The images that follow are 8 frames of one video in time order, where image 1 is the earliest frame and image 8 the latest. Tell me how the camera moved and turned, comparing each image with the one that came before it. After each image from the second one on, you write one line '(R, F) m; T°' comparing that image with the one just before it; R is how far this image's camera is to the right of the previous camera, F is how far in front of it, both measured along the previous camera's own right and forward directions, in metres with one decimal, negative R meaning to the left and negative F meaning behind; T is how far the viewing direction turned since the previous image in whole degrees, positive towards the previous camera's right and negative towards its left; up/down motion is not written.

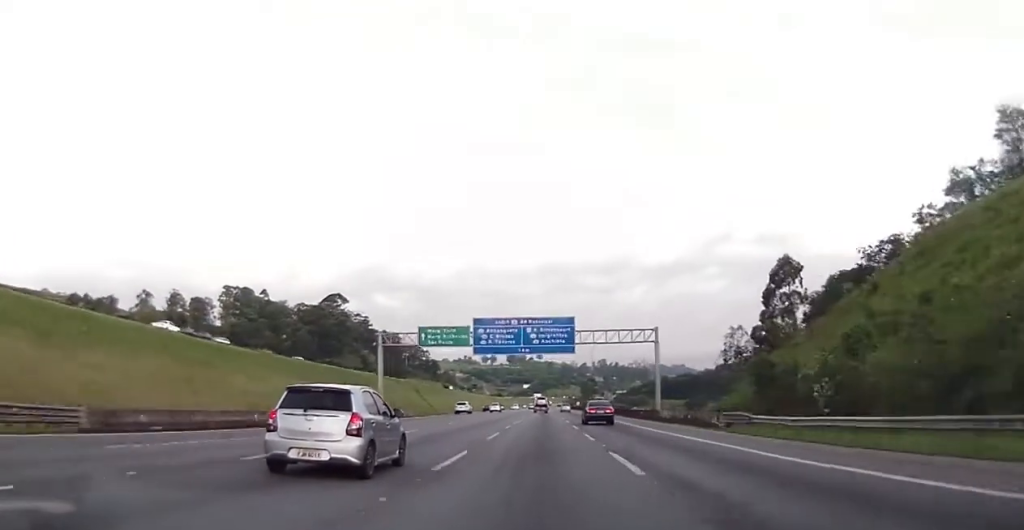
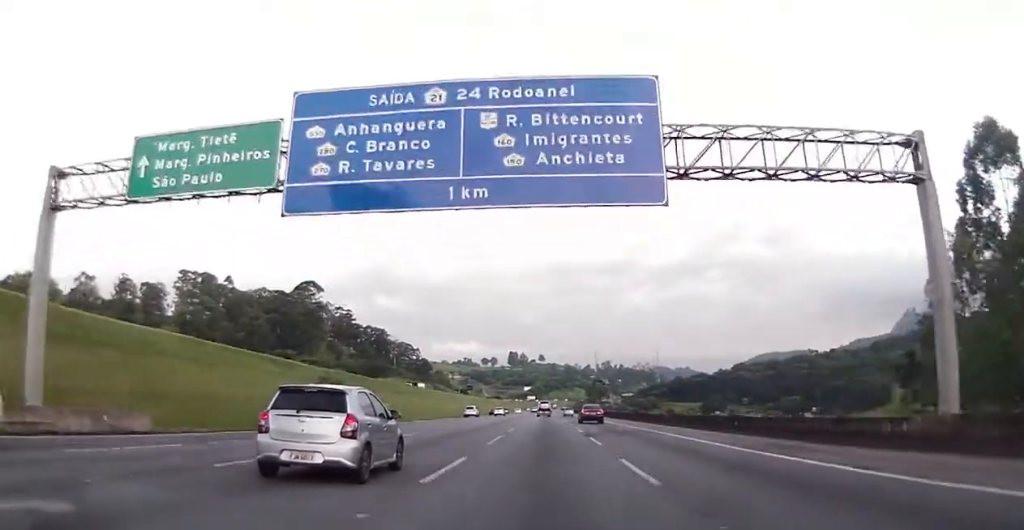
(0.0, +49.0) m; 0°
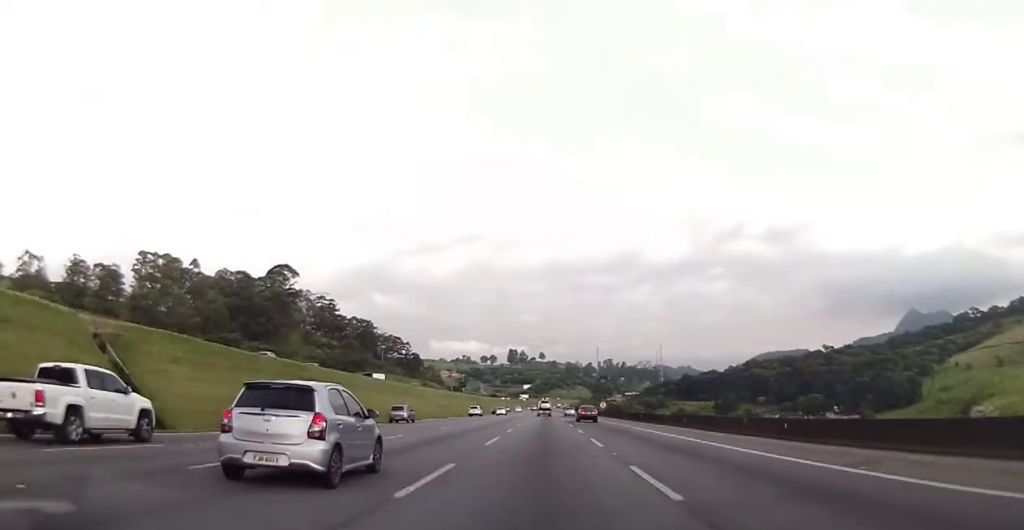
(0.0, +36.1) m; 0°
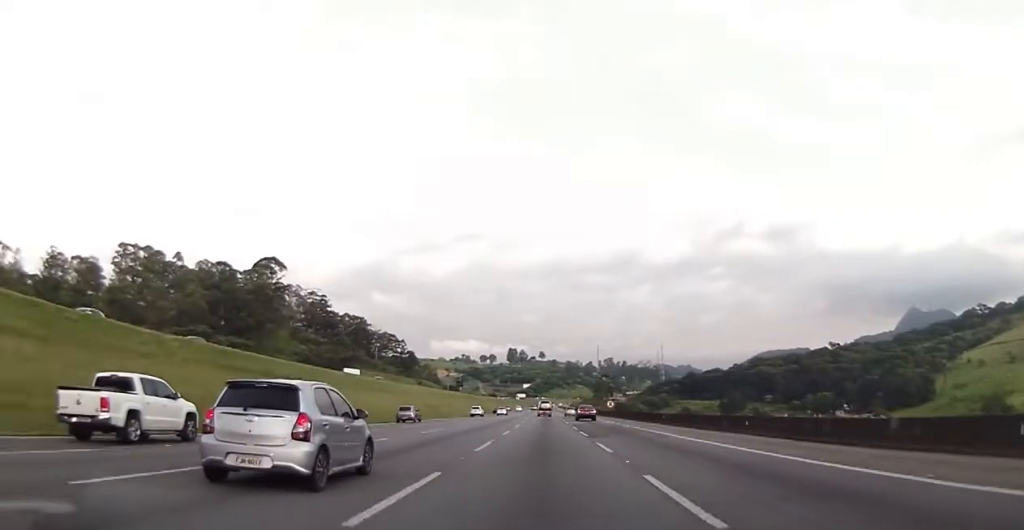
(0.0, +14.9) m; 0°
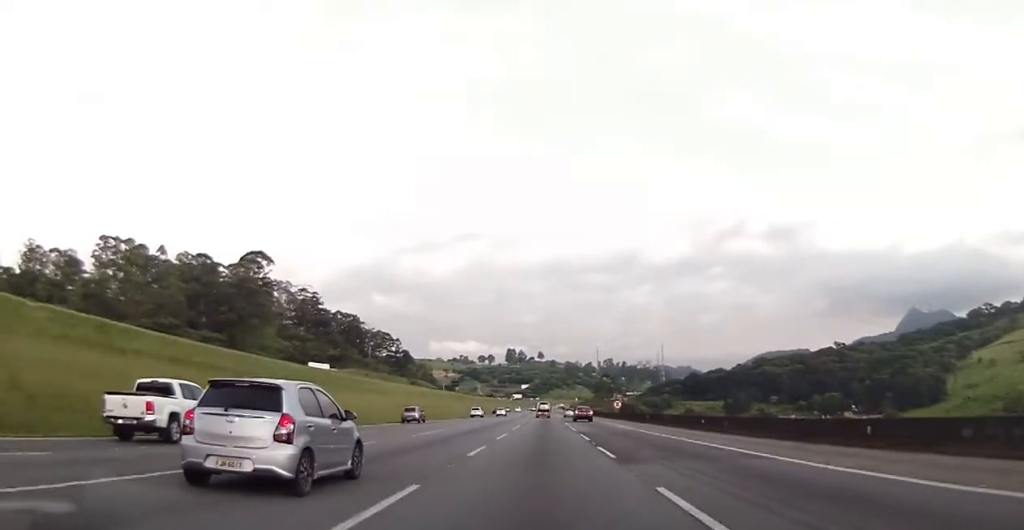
(0.0, +13.1) m; 0°
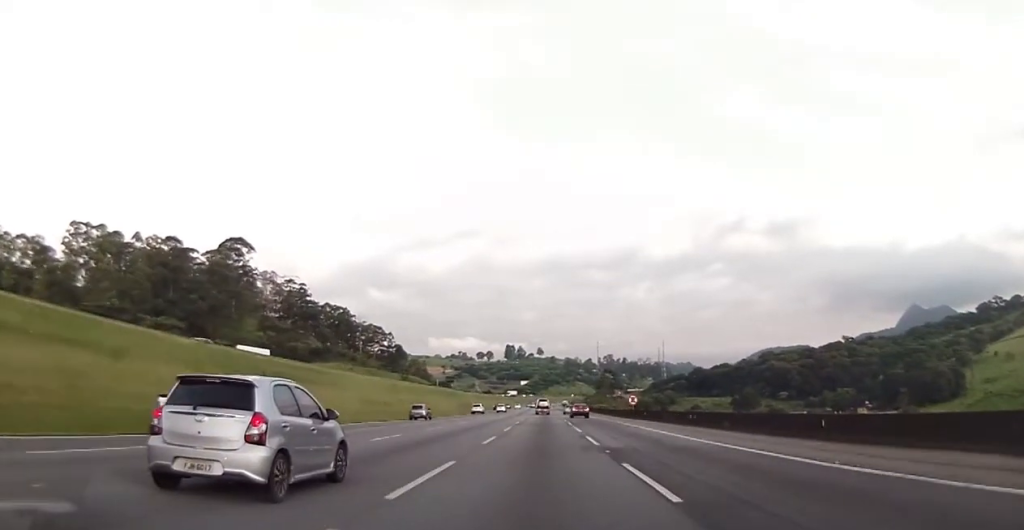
(0.0, +18.8) m; 0°
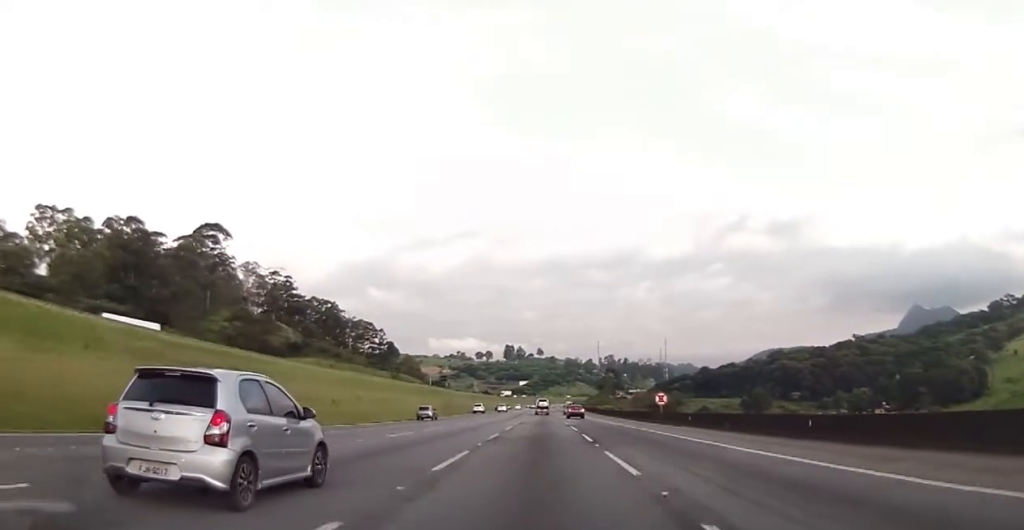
(-0.1, +20.9) m; 0°
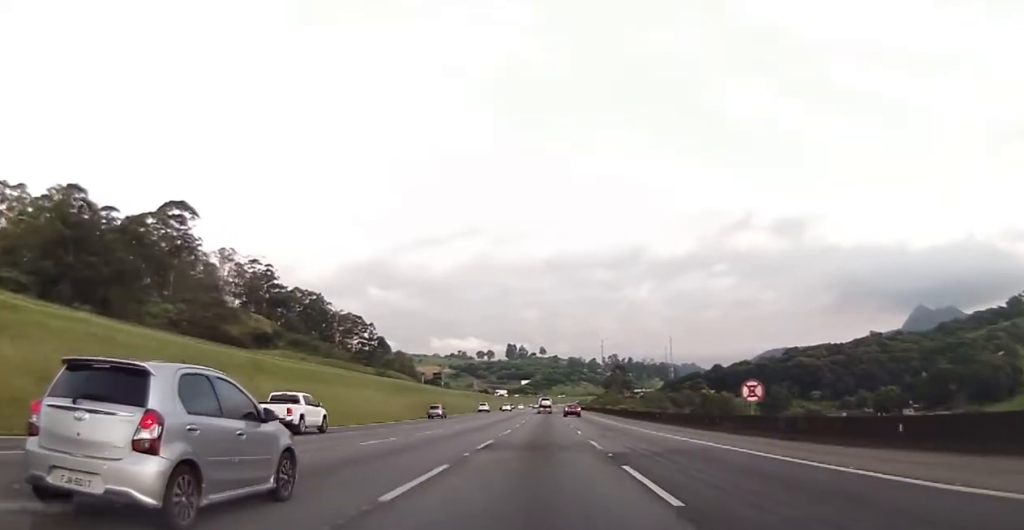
(+0.1, +27.5) m; +1°
